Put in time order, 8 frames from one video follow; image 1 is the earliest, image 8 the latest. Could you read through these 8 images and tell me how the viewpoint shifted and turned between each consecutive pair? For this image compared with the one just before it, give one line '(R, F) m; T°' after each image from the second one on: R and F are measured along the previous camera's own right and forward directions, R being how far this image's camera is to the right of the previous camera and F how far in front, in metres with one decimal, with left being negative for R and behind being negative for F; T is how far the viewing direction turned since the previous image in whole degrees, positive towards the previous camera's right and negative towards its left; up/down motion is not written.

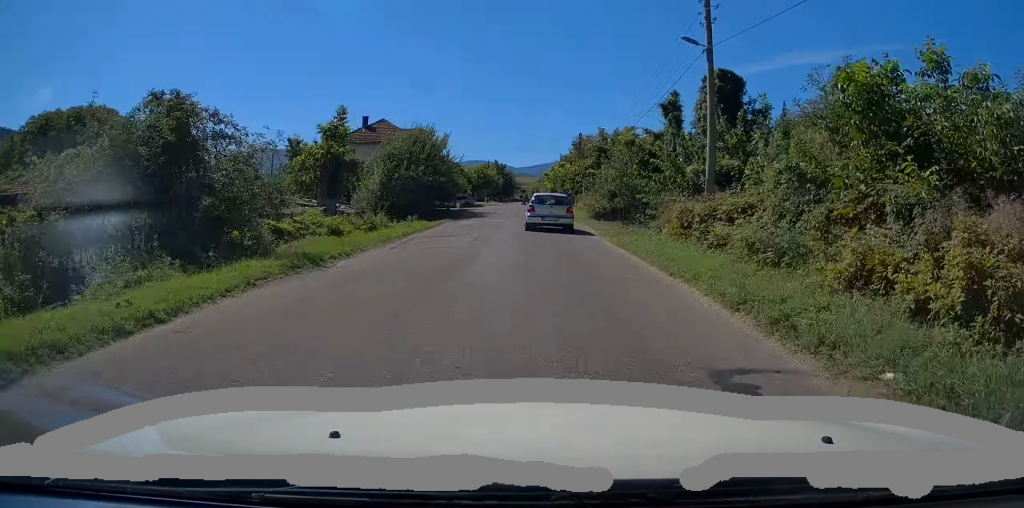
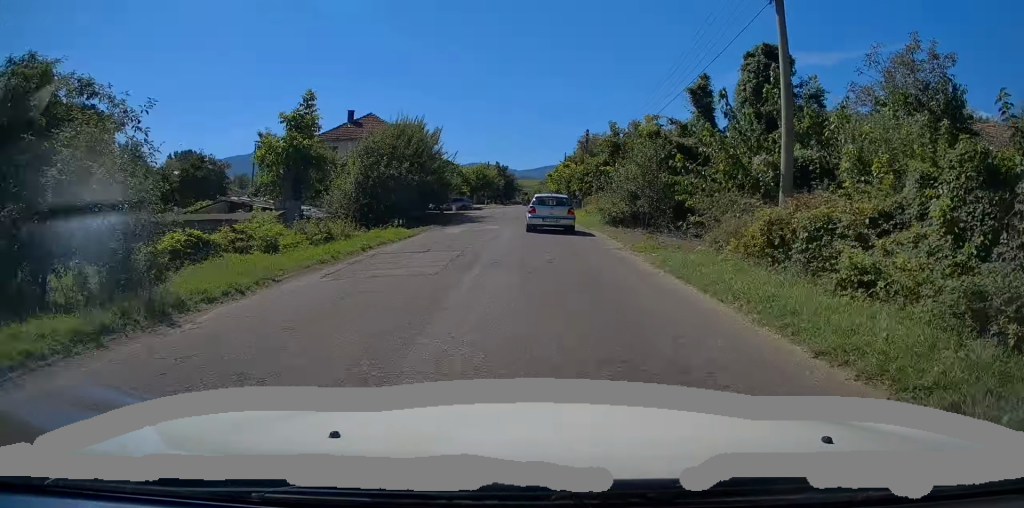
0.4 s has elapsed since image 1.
(+0.1, +5.3) m; 0°
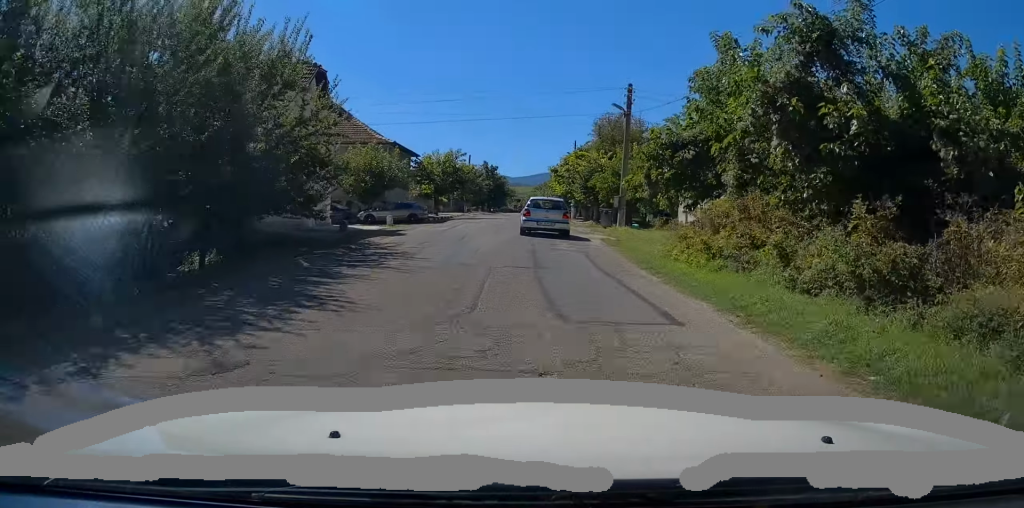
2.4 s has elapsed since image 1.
(-0.1, +25.3) m; 0°
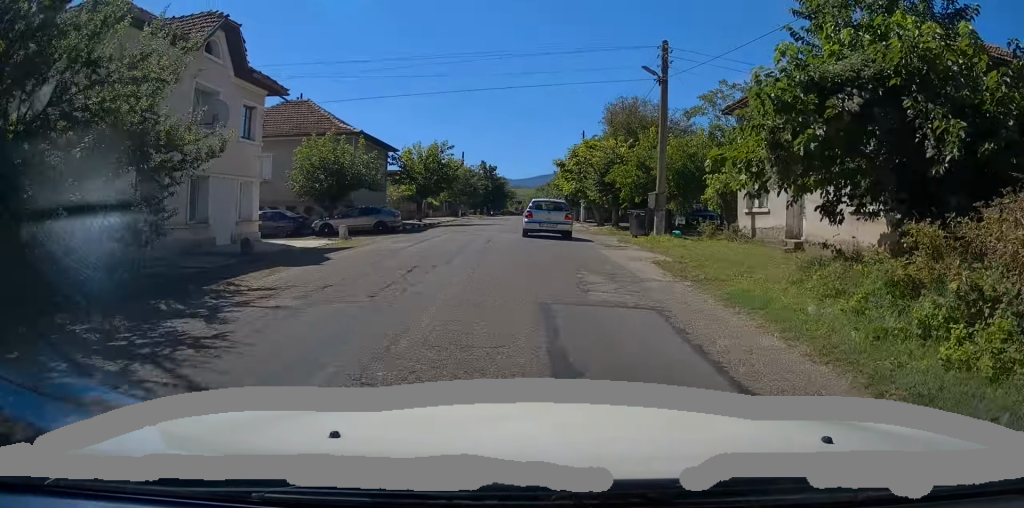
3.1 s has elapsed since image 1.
(0.0, +8.6) m; 0°
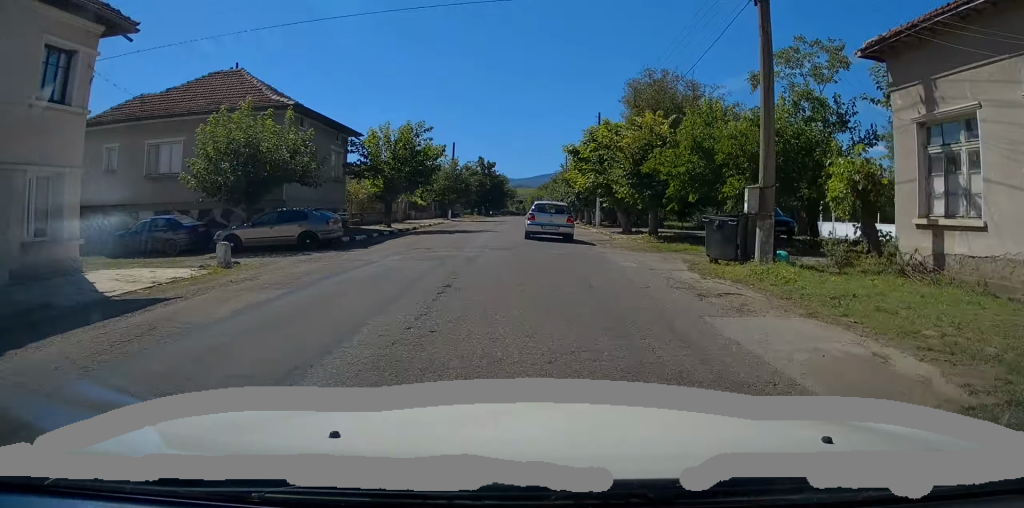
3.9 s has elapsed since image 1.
(0.0, +10.0) m; 0°
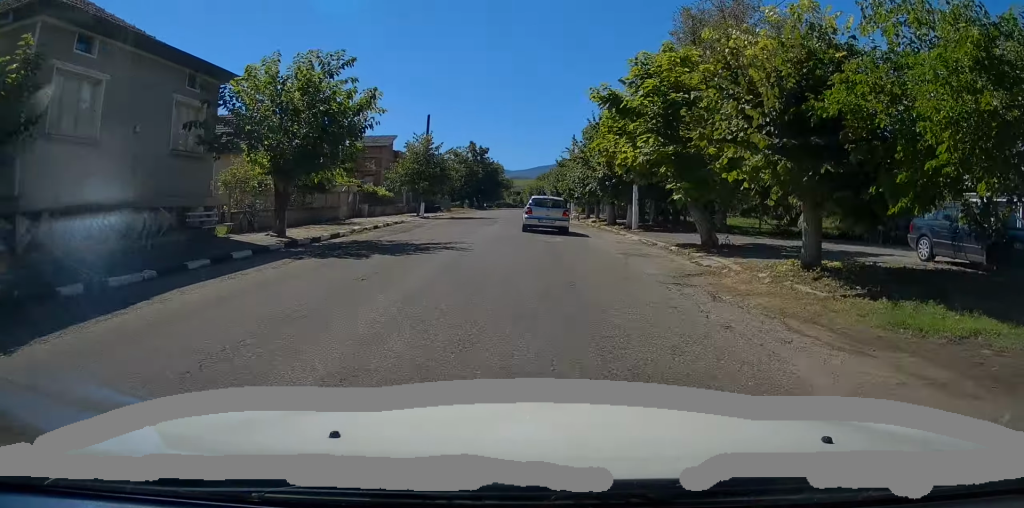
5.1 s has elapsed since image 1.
(+0.1, +14.2) m; 0°
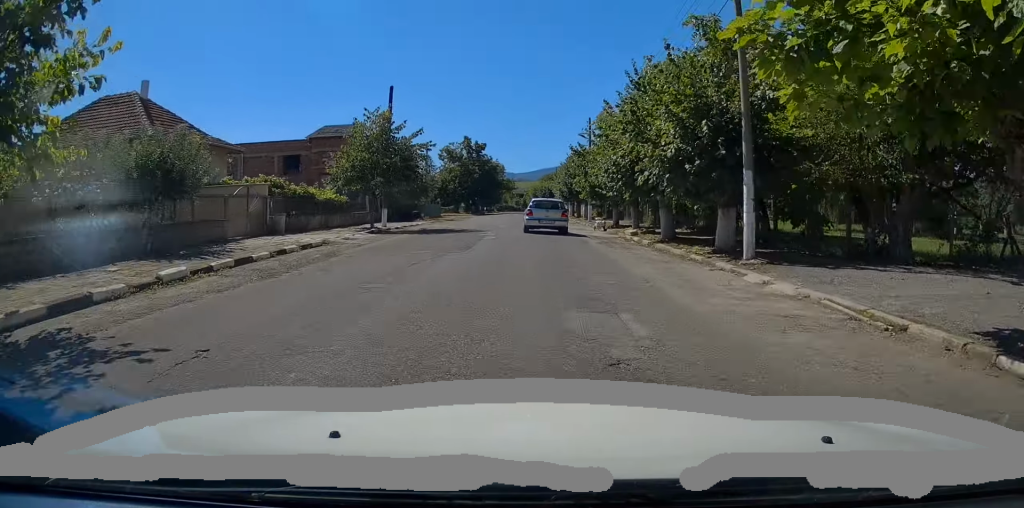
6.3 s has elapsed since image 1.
(0.0, +13.1) m; -1°
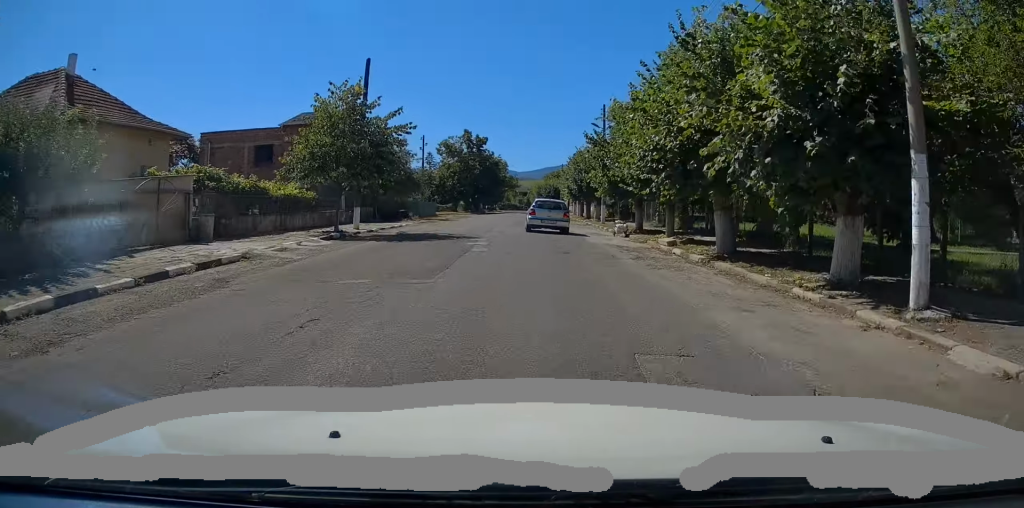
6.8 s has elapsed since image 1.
(0.0, +5.9) m; 0°
